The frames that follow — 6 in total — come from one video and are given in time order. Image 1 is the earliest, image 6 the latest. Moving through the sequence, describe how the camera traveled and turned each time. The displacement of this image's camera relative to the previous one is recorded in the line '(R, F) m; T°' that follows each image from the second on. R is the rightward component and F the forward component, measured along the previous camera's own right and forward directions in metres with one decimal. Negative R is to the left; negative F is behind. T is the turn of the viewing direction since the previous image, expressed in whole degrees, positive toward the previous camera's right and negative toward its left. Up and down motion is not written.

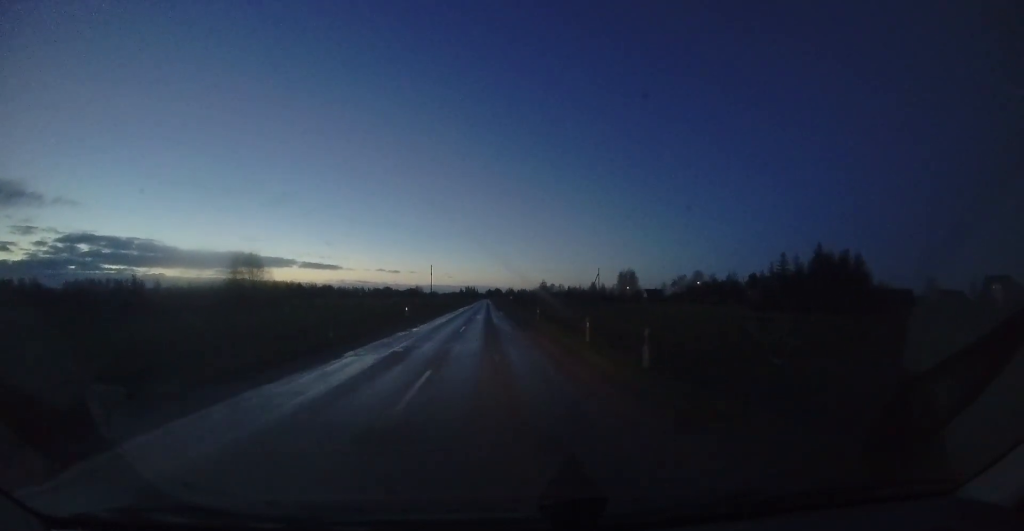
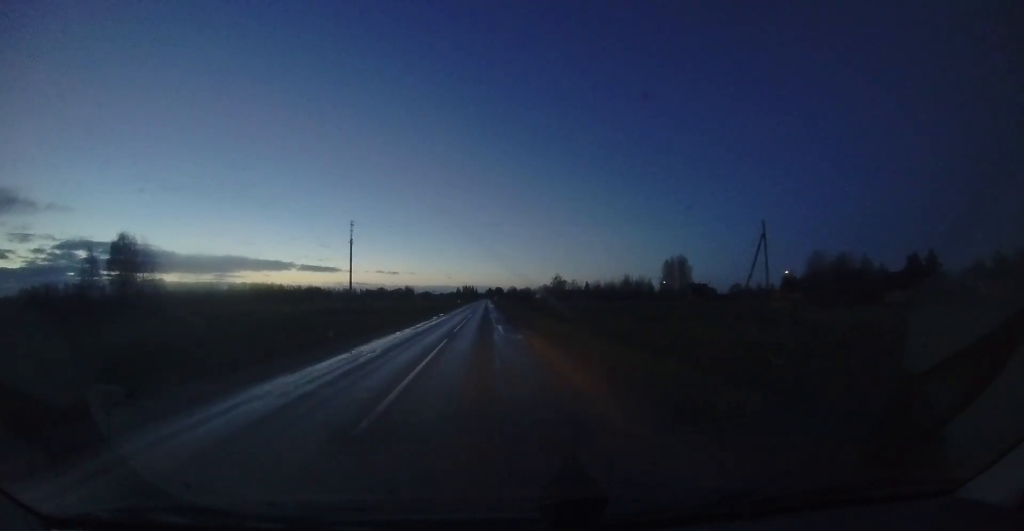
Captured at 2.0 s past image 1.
(-0.1, +48.7) m; -1°
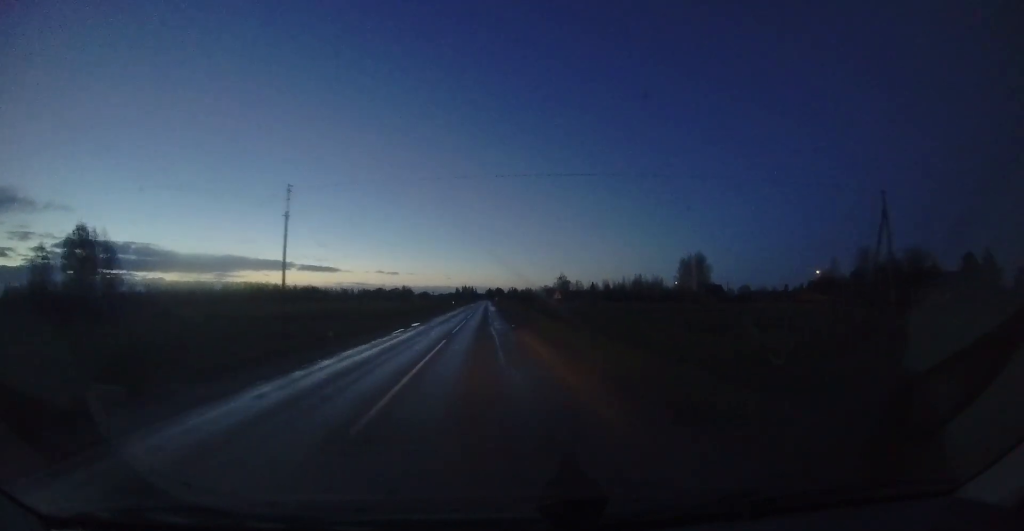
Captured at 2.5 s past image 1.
(-0.1, +12.1) m; 0°
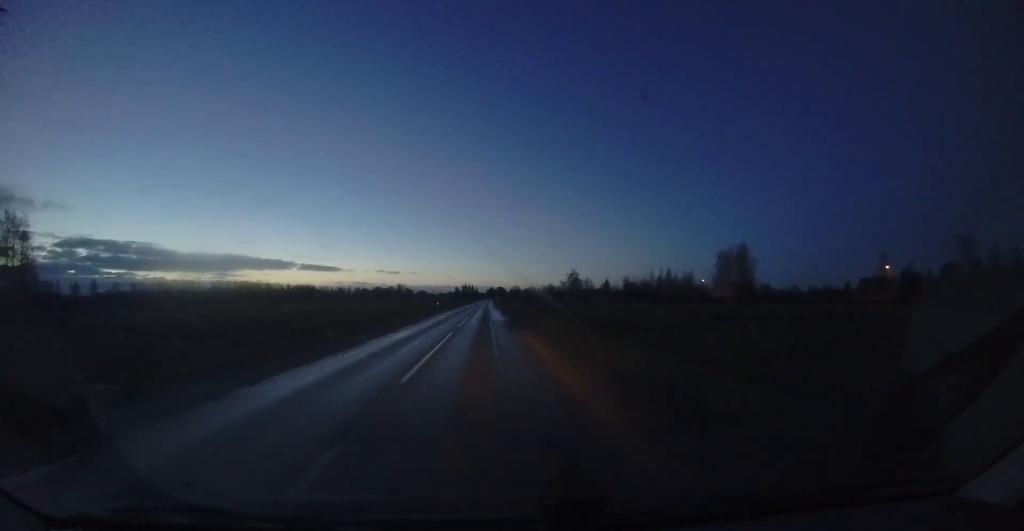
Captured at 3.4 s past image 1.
(+0.1, +21.6) m; 0°
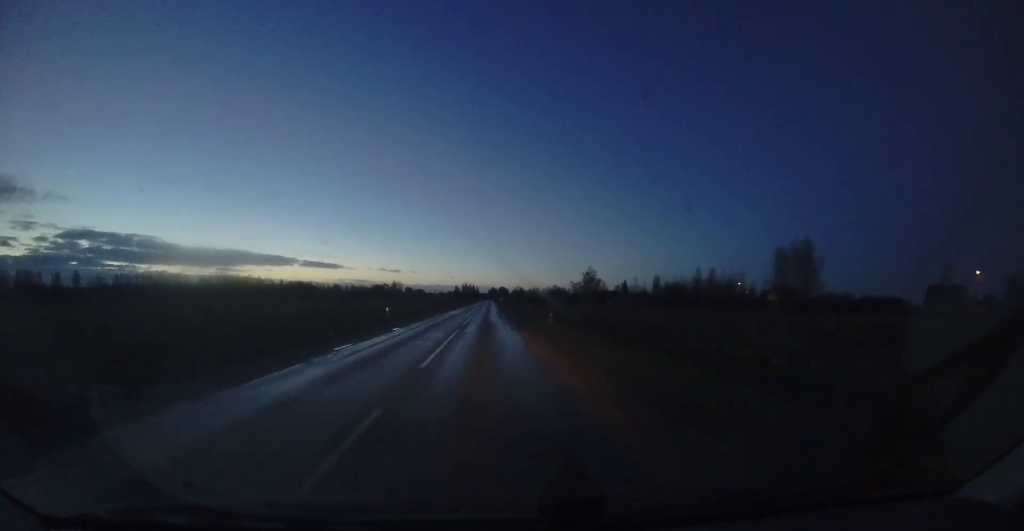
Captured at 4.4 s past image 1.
(-0.1, +22.8) m; +1°
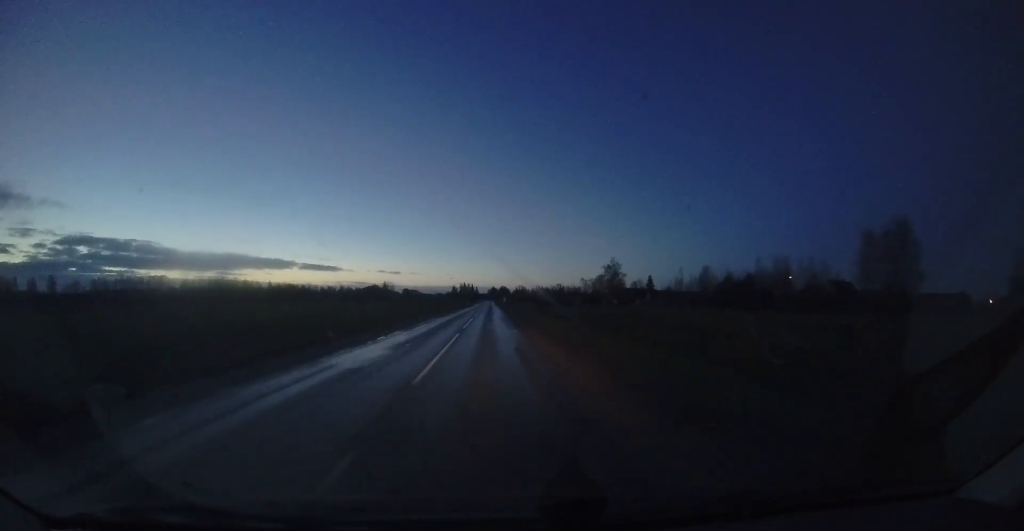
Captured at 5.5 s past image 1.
(+0.3, +25.4) m; 0°
